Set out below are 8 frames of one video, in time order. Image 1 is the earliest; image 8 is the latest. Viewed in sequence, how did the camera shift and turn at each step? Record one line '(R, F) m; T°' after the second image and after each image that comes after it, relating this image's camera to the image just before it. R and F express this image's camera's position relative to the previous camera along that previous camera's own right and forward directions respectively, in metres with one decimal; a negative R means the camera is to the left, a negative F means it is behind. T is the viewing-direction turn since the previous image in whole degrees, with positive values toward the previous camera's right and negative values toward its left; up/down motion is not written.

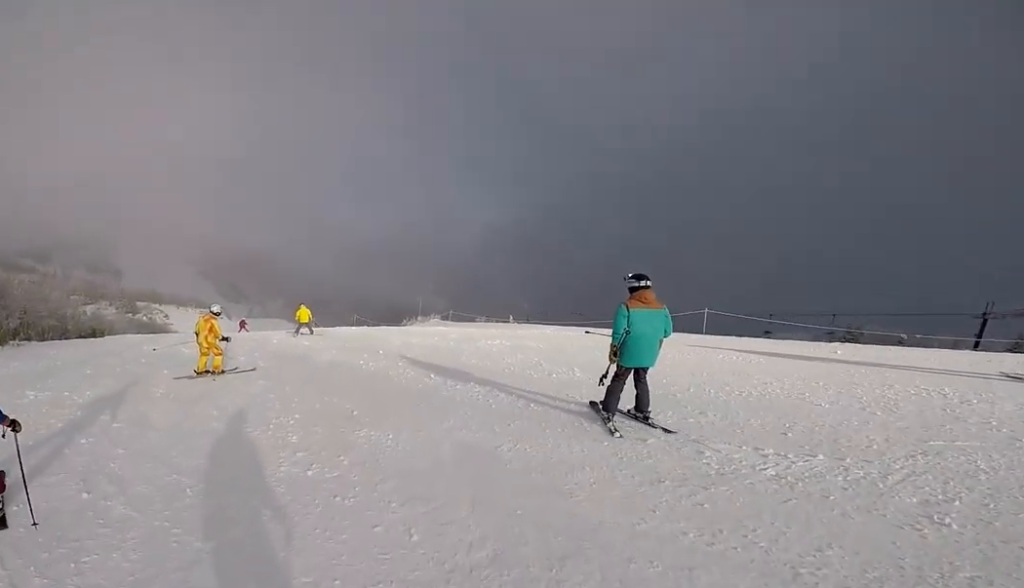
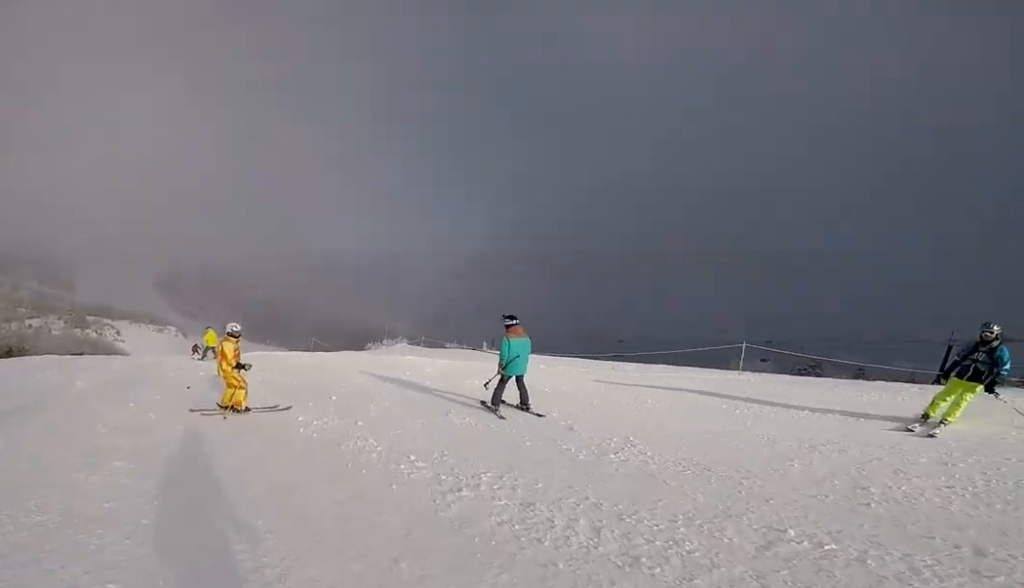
(-0.9, +4.2) m; +10°
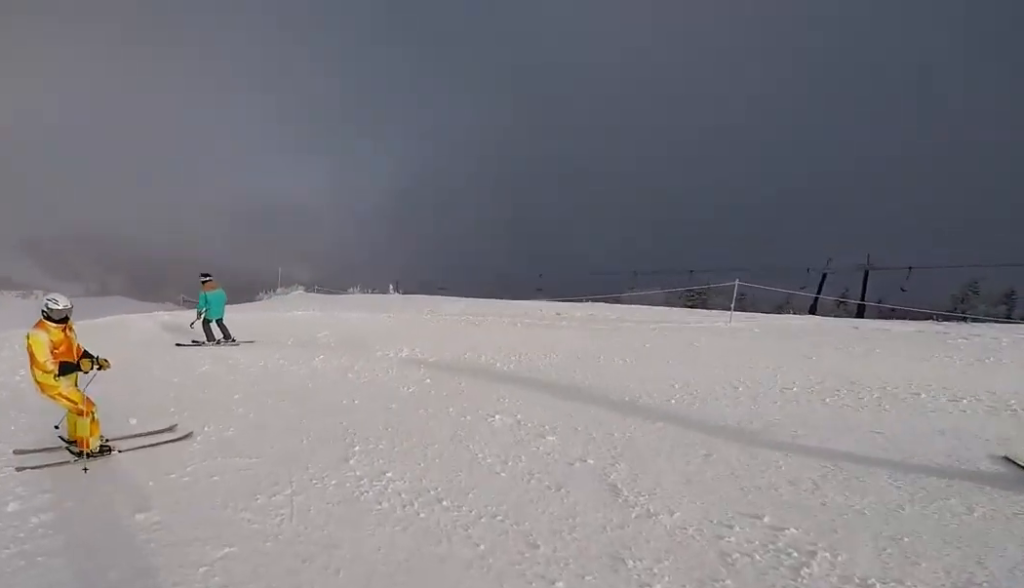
(+2.1, +3.9) m; +15°
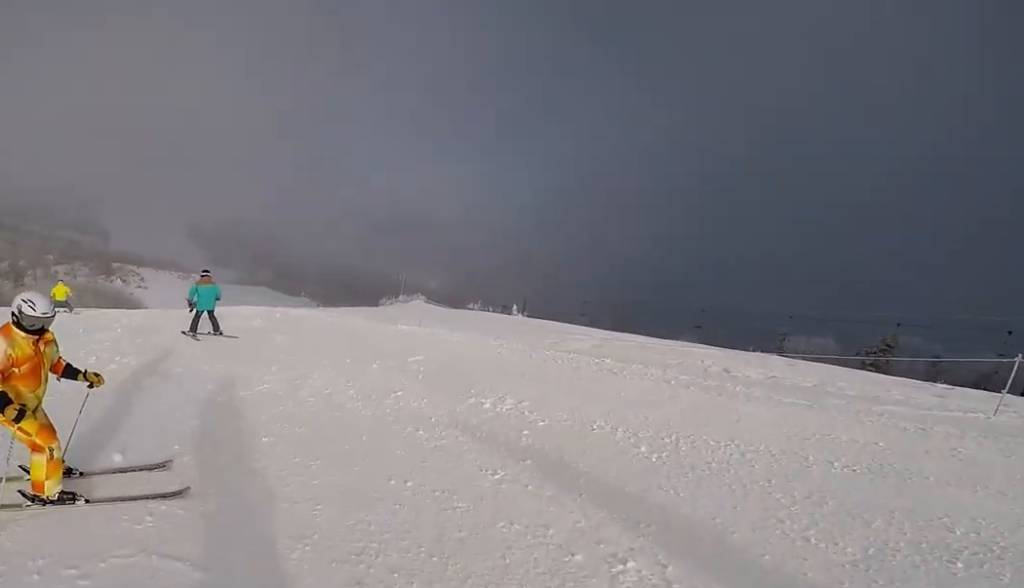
(0.0, +2.2) m; -23°
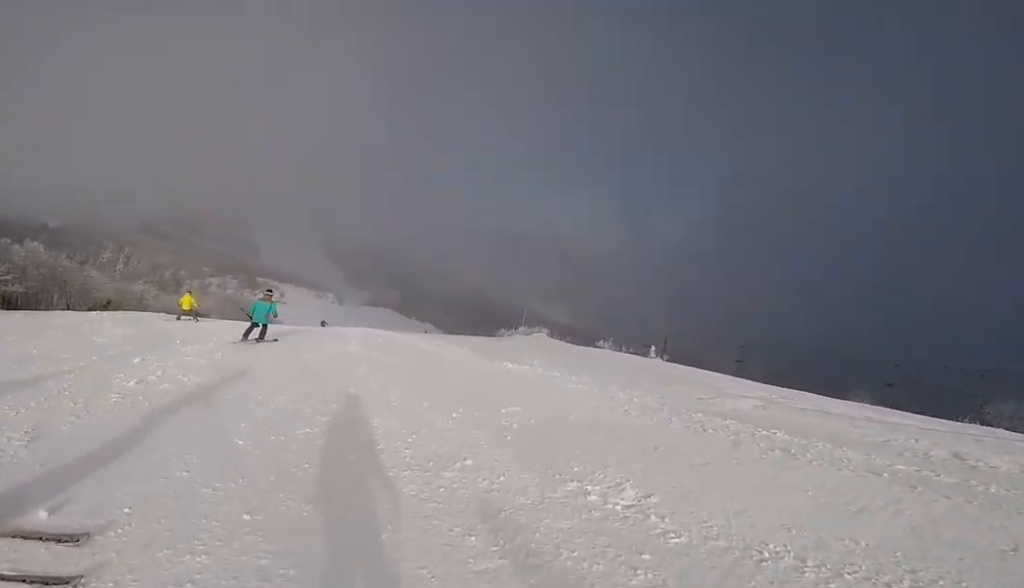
(-0.7, +1.8) m; -21°
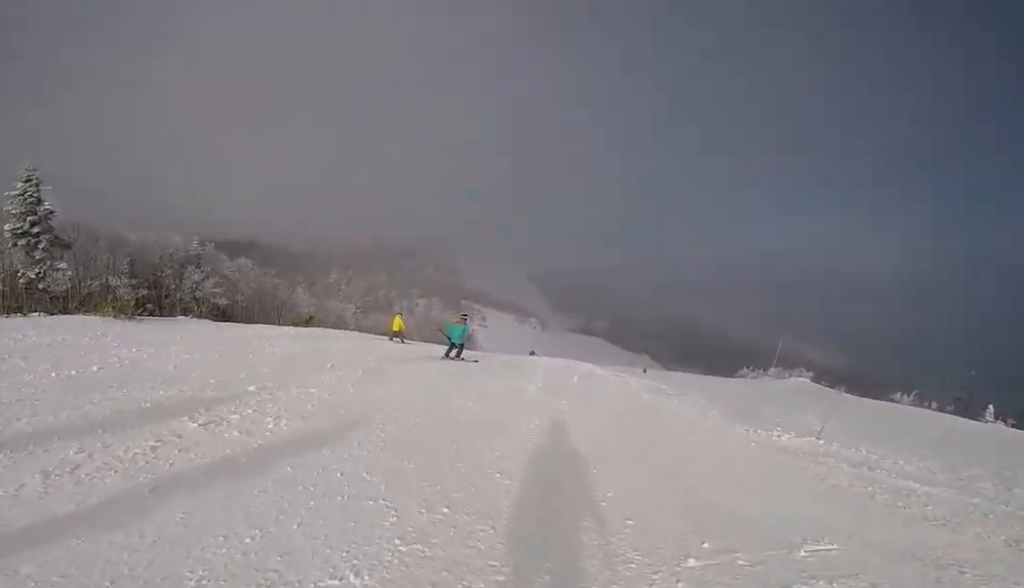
(-0.9, +2.9) m; -19°
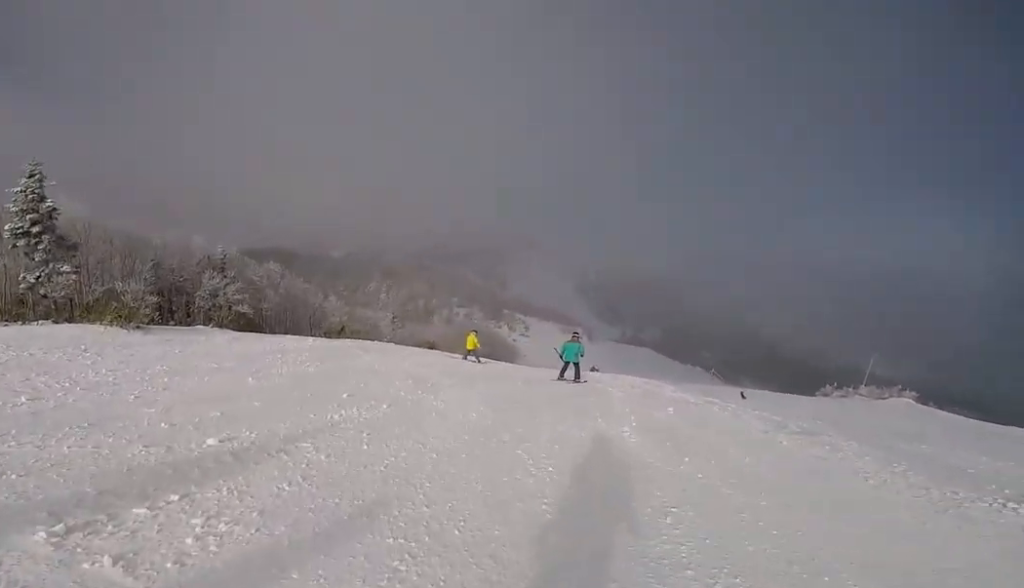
(-0.6, +2.4) m; +3°
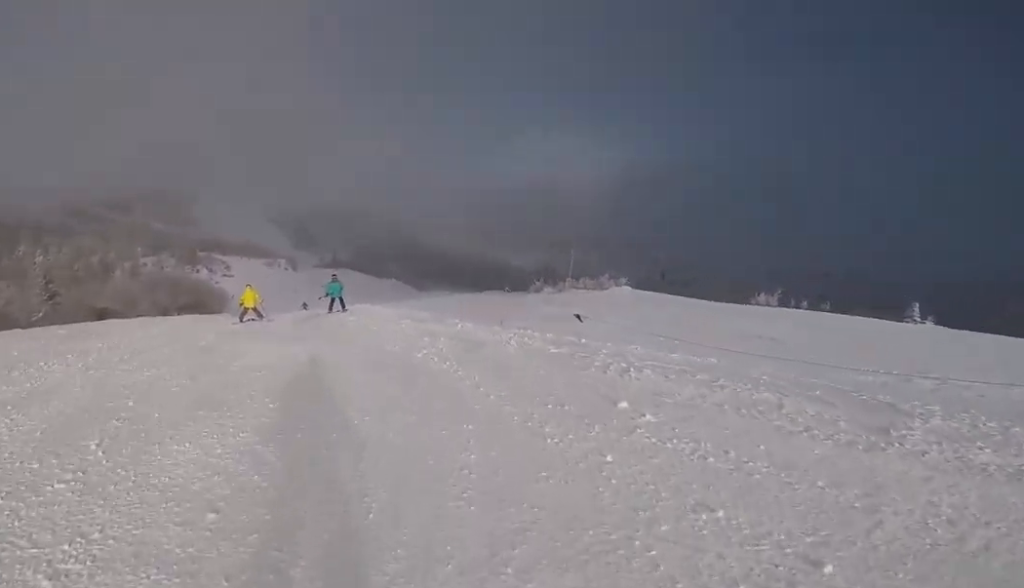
(+2.9, +7.1) m; +22°
